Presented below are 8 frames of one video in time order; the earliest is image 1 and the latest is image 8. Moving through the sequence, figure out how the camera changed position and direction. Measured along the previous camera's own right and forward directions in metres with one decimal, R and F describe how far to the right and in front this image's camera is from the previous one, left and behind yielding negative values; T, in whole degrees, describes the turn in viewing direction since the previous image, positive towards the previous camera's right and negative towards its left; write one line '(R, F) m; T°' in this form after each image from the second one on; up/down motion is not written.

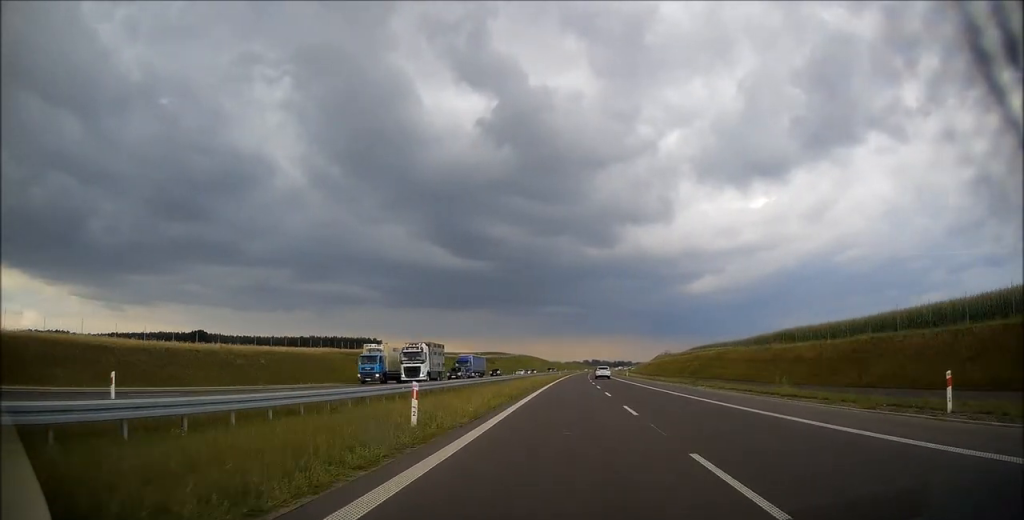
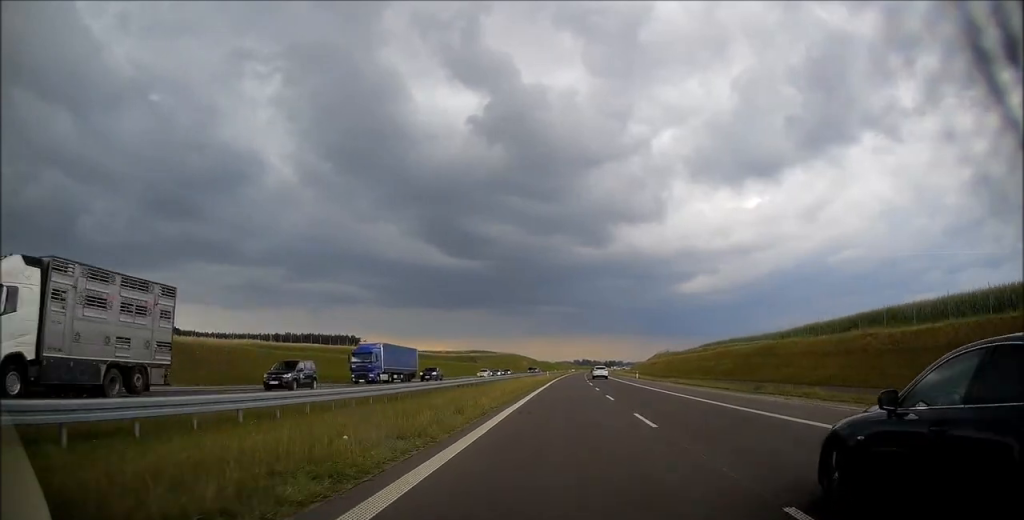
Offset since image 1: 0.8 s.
(+0.1, +27.8) m; 0°
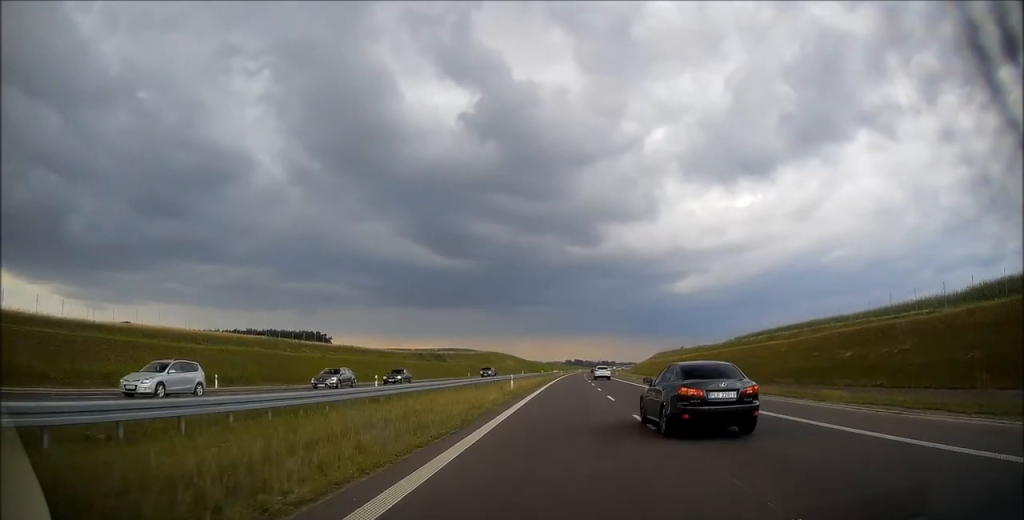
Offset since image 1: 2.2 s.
(+0.3, +48.6) m; +1°
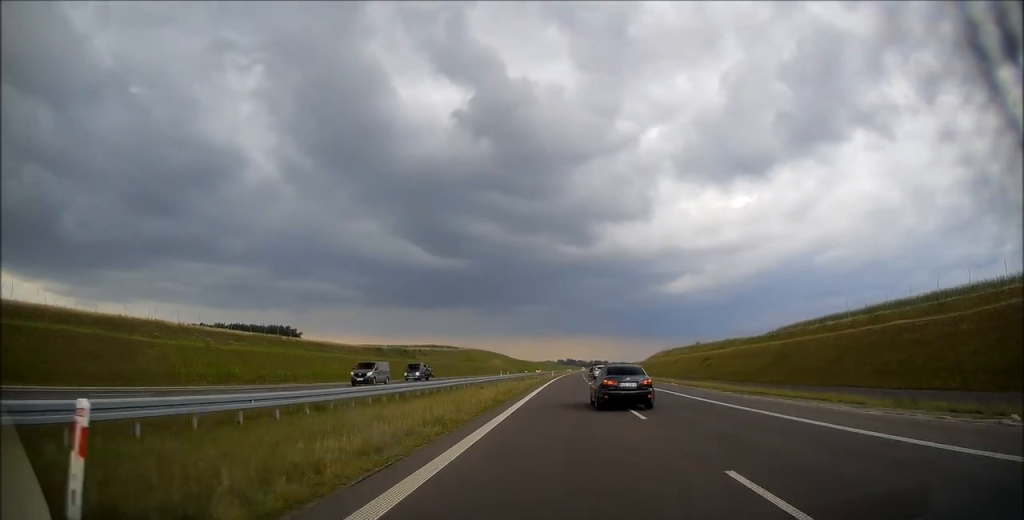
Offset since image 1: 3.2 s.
(+0.3, +33.5) m; +1°
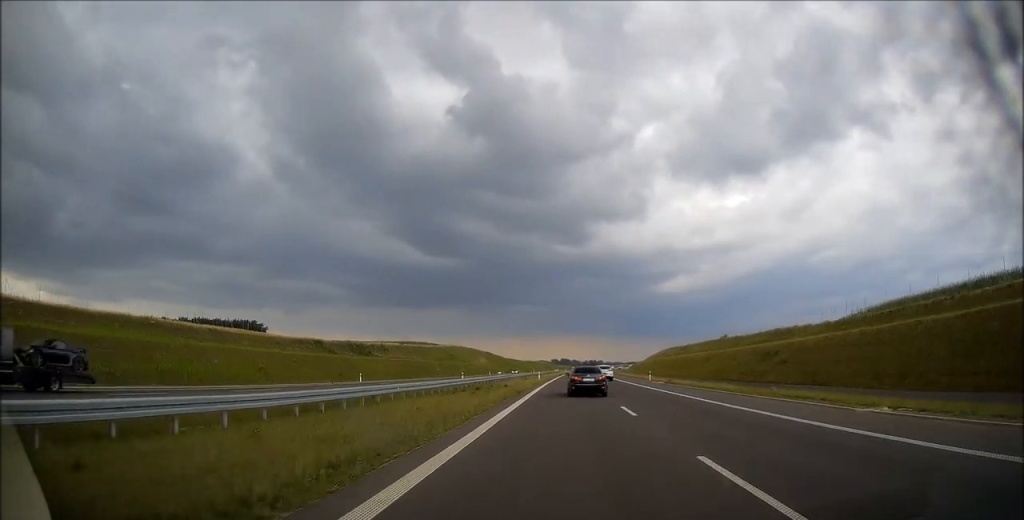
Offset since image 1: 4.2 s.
(+0.2, +34.6) m; +1°
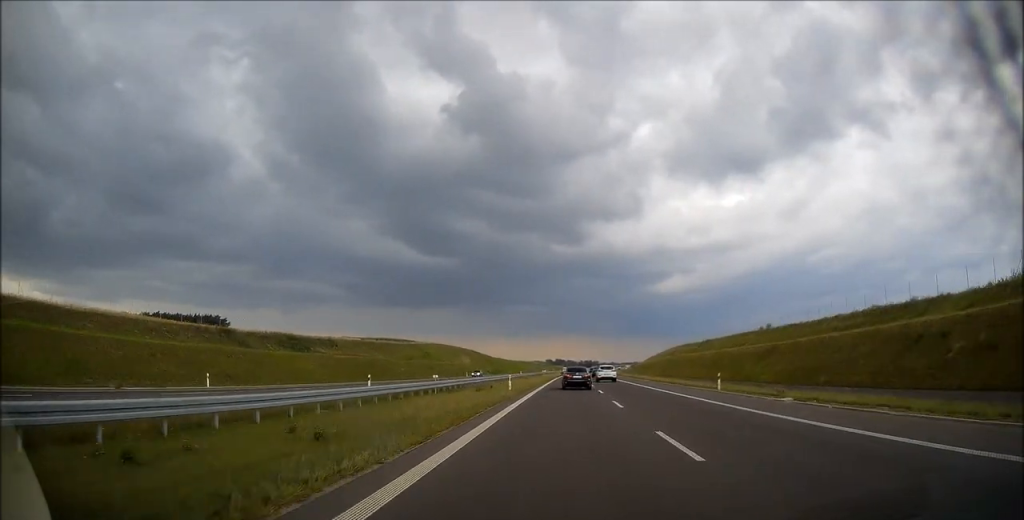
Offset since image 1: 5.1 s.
(+0.3, +32.2) m; 0°
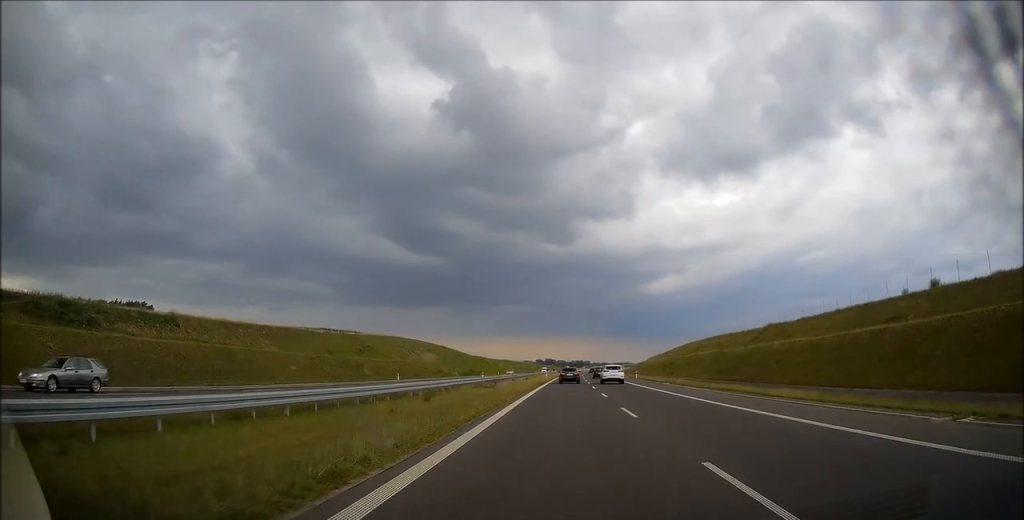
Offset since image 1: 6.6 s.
(+0.3, +51.7) m; +1°
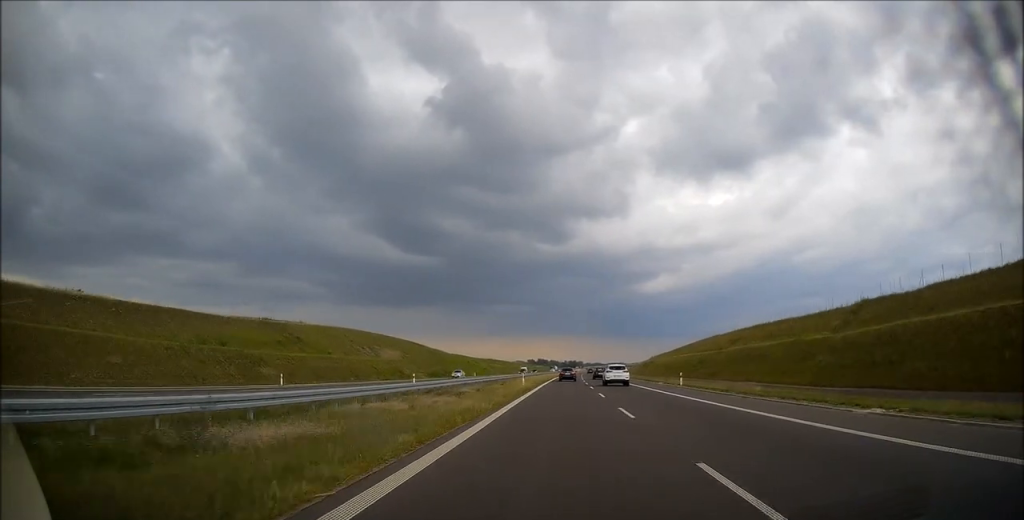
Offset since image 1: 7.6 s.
(+0.2, +35.6) m; 0°
